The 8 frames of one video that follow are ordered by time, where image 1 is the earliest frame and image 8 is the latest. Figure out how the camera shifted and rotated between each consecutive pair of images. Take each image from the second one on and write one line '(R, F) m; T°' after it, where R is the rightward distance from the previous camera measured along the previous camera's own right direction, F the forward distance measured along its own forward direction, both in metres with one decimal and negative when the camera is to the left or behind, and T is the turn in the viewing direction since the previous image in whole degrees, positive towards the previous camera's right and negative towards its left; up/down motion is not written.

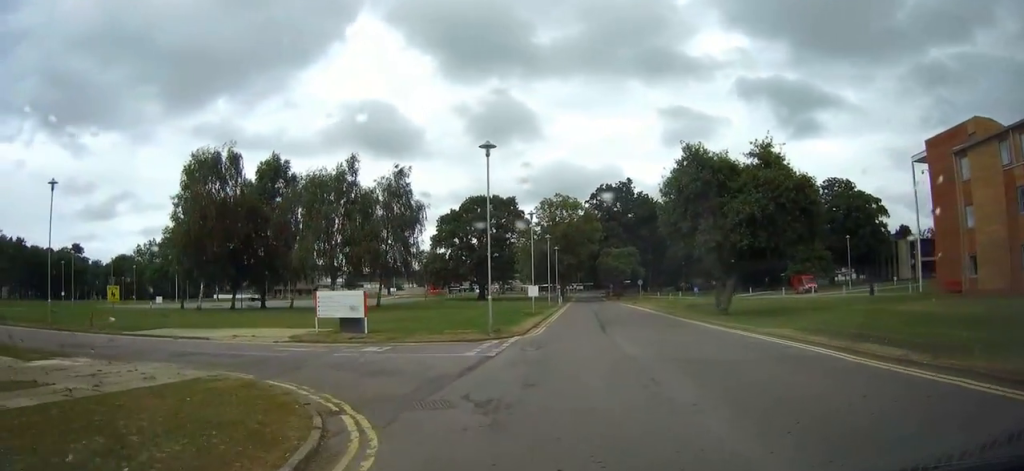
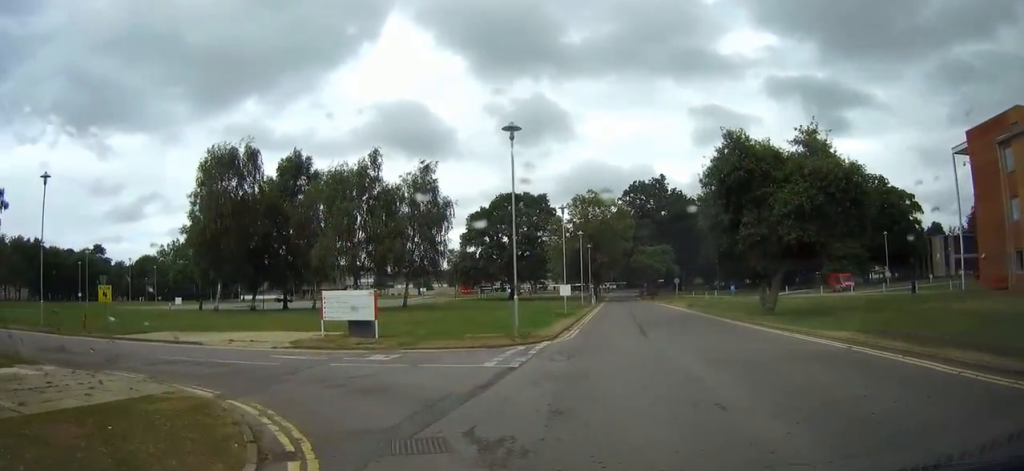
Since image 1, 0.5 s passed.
(+0.2, +2.9) m; -2°
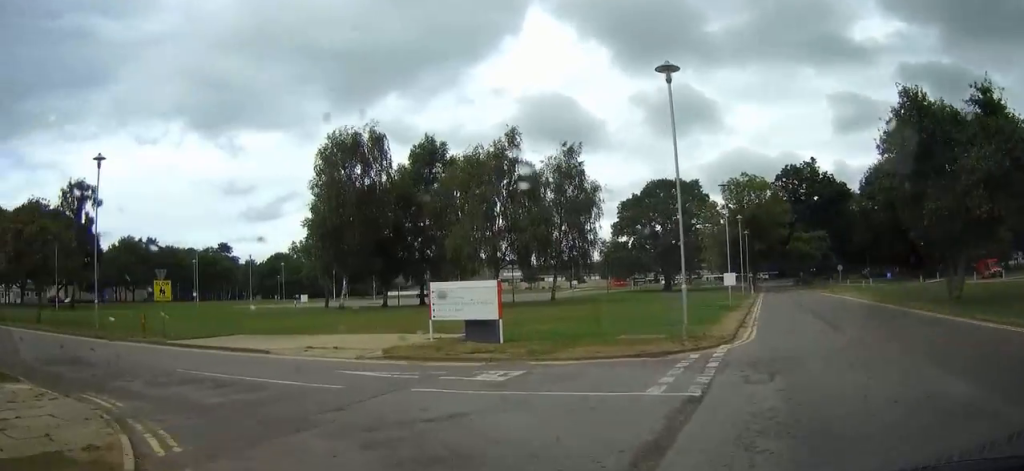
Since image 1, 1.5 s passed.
(-0.6, +5.2) m; -17°
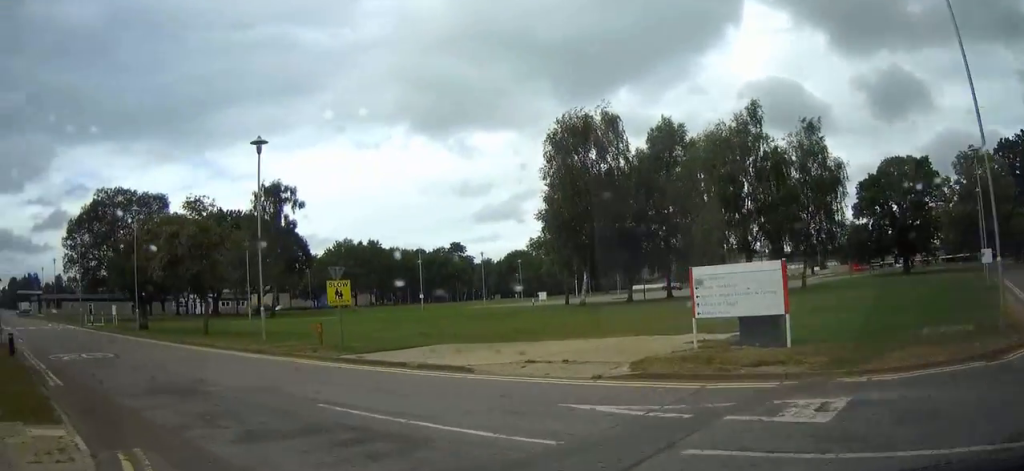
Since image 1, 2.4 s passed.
(-0.8, +4.2) m; -25°
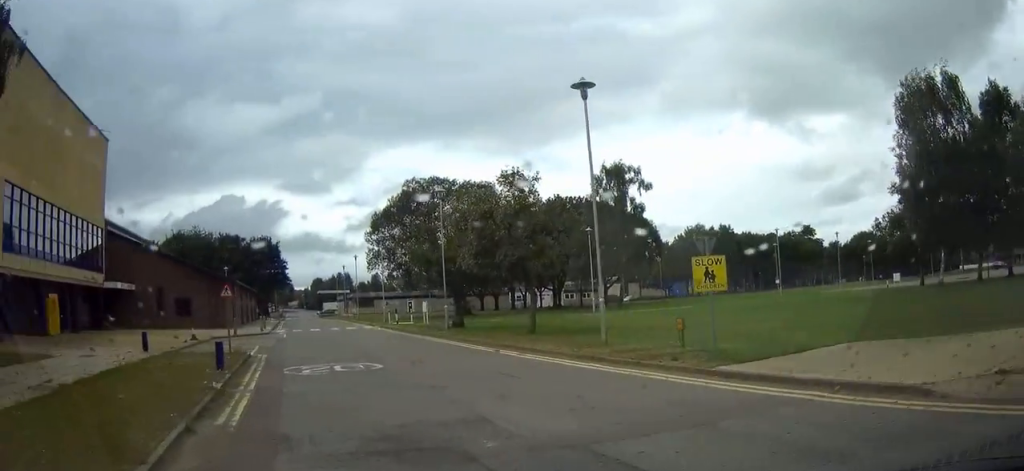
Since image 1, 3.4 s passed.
(-1.4, +4.7) m; -23°
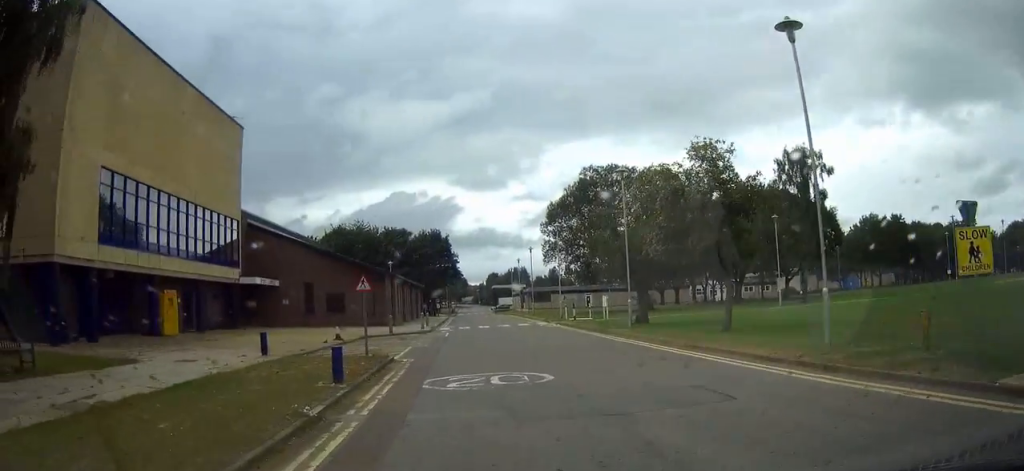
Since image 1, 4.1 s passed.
(-0.2, +3.4) m; -8°
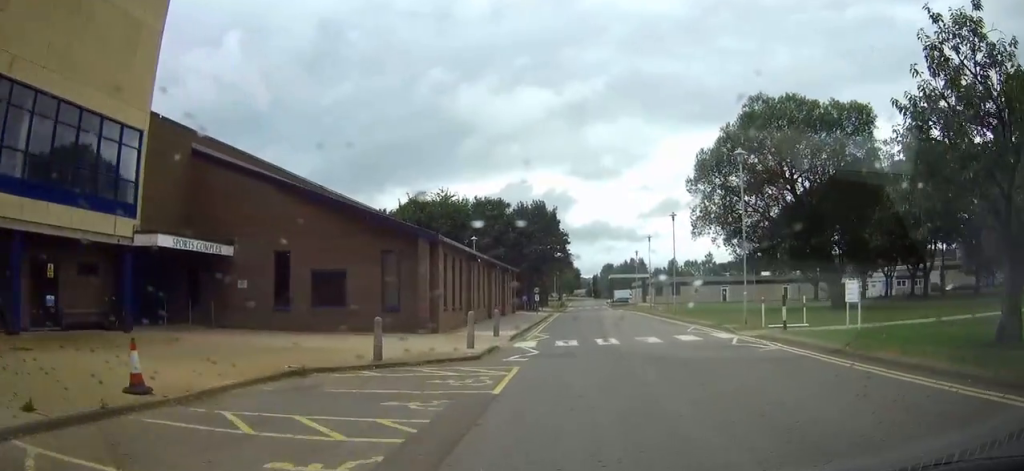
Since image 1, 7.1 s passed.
(-4.5, +18.9) m; -15°
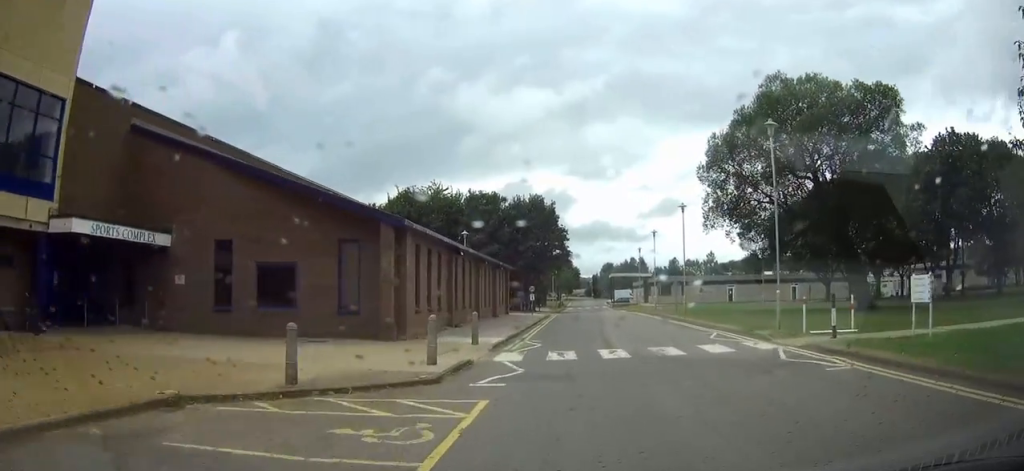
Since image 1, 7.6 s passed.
(0.0, +4.2) m; +1°
